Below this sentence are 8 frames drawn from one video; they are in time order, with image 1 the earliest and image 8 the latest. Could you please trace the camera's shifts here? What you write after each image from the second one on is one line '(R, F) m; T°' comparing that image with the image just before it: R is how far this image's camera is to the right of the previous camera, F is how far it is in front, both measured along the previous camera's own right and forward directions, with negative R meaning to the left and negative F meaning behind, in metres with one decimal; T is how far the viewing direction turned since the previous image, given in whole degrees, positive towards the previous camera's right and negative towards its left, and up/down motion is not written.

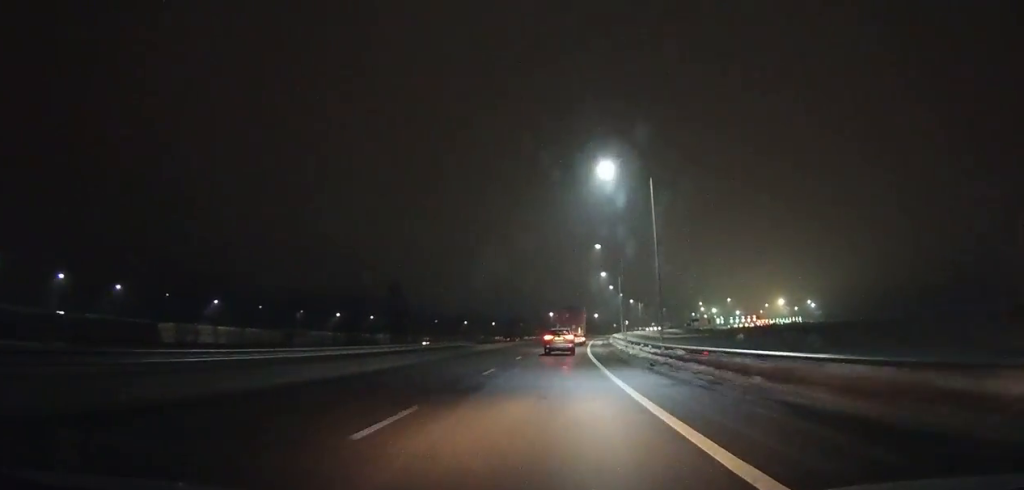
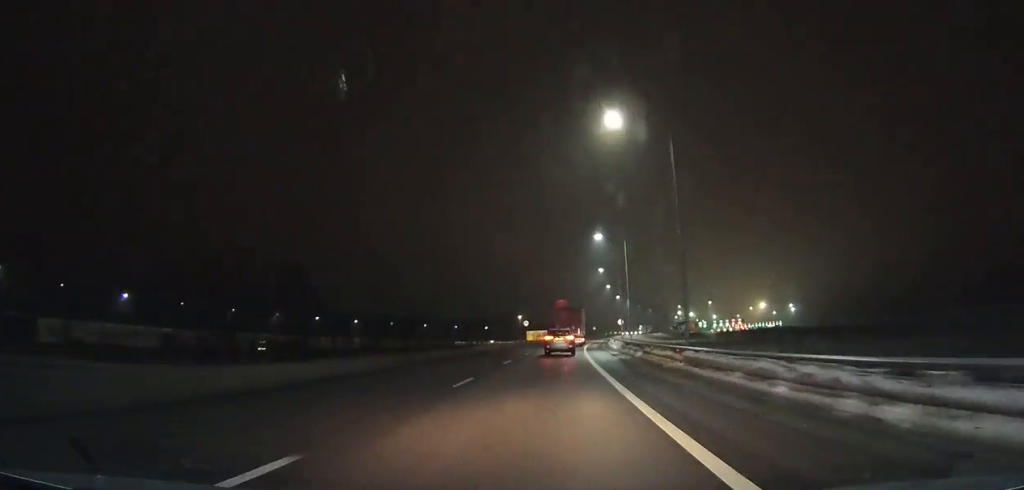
(+1.3, +39.3) m; +3°
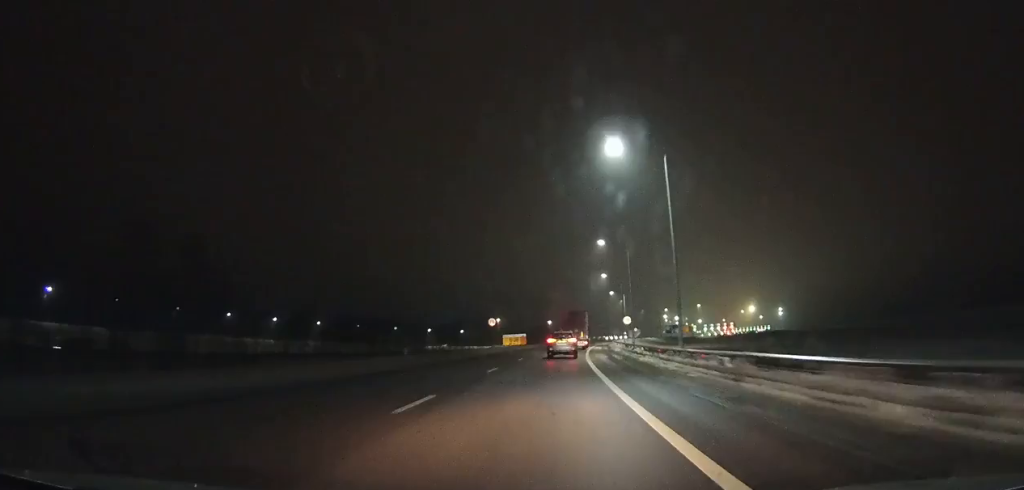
(+0.6, +28.4) m; +2°
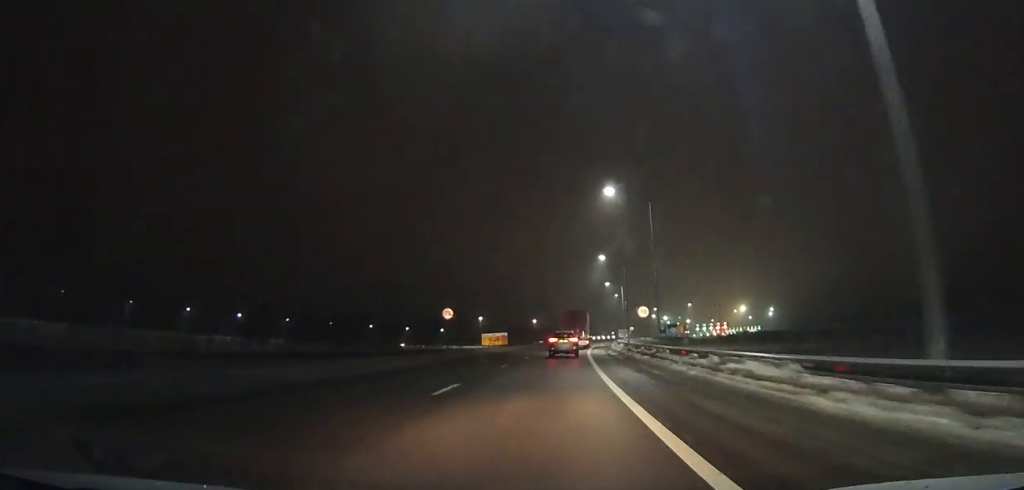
(+0.2, +20.0) m; +2°
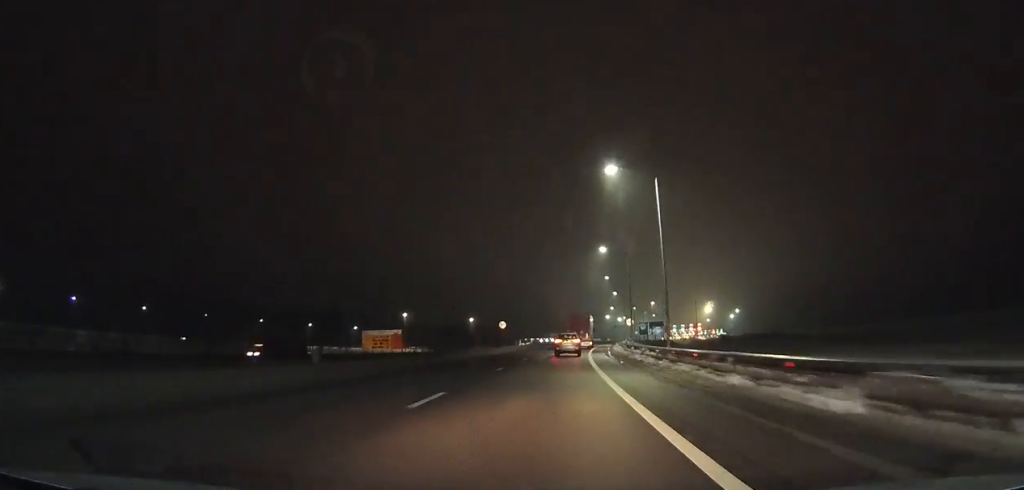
(+3.8, +74.0) m; +6°
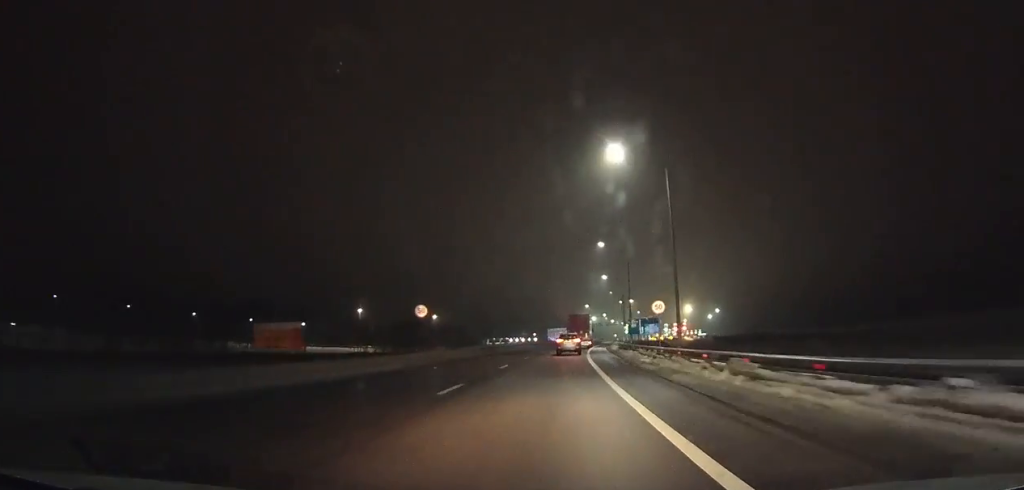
(+0.6, +33.1) m; +3°
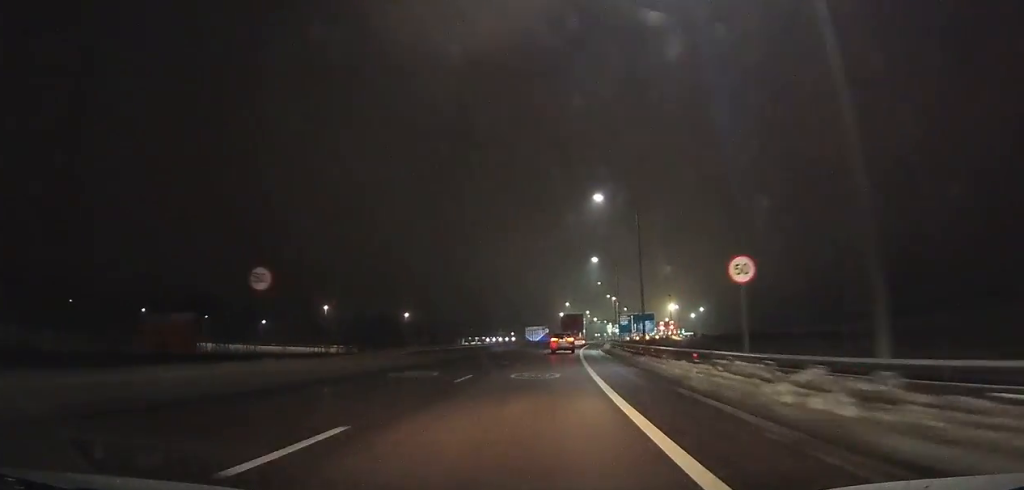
(+0.4, +19.9) m; +1°
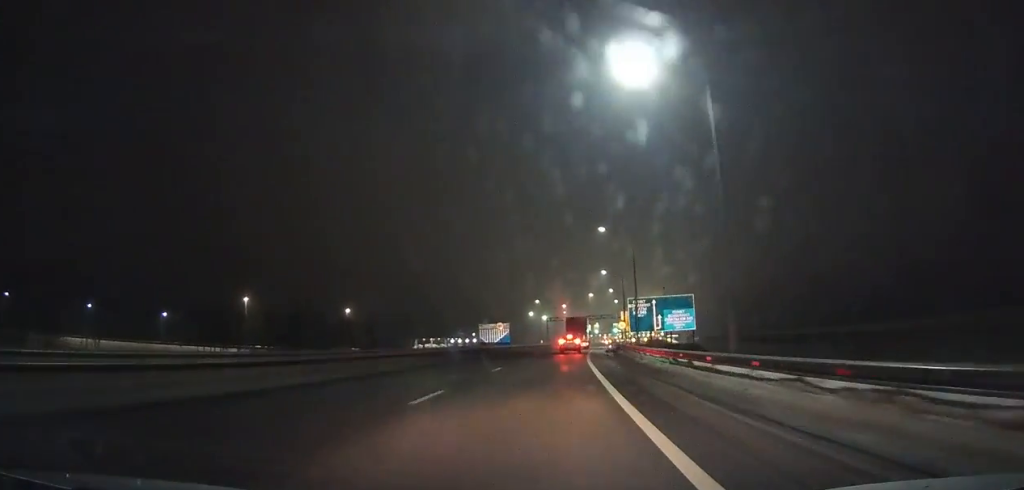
(+1.6, +55.2) m; +3°
